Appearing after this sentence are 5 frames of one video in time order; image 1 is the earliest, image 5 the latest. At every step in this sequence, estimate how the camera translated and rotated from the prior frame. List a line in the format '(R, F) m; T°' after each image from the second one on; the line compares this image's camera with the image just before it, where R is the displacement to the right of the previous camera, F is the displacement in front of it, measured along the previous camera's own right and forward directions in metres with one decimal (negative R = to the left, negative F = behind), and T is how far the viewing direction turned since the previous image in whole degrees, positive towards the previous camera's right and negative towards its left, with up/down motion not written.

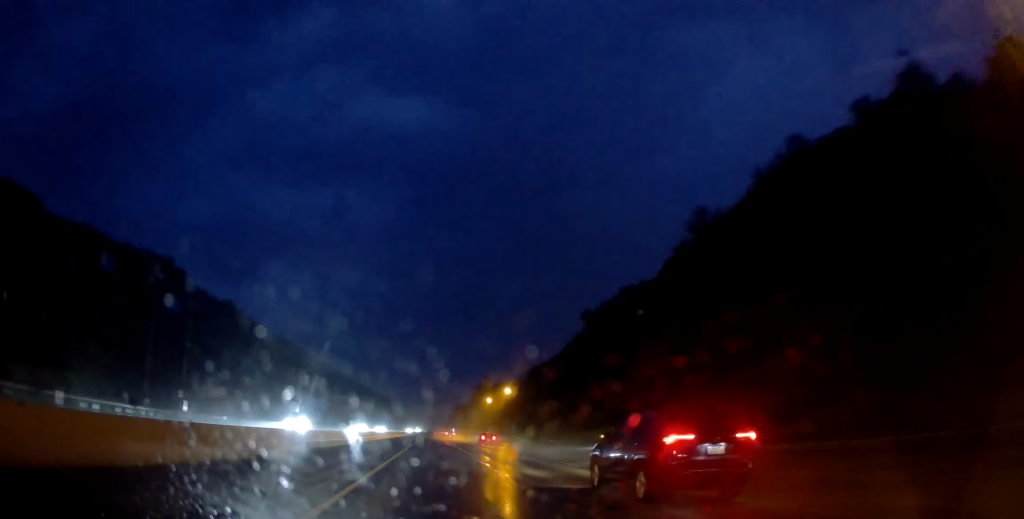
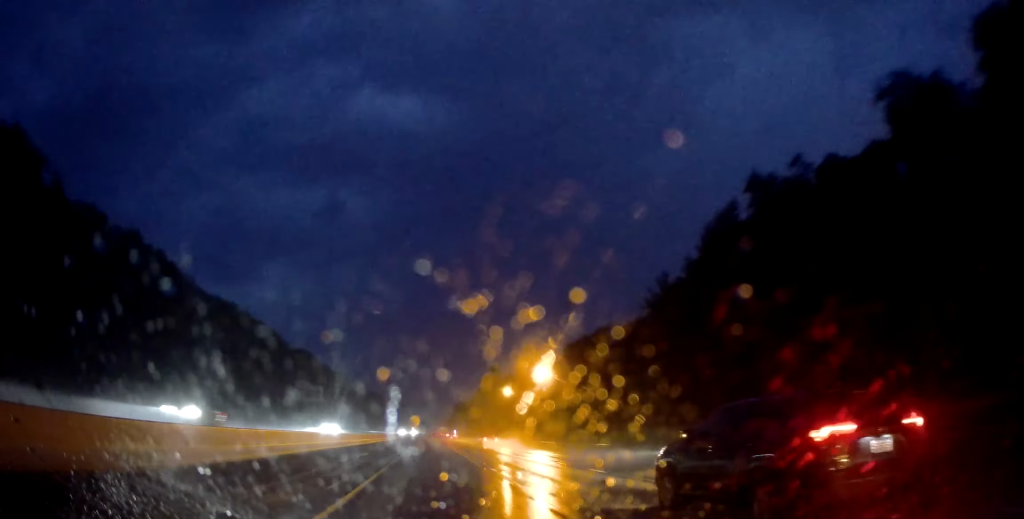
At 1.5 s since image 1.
(+0.2, +46.3) m; 0°
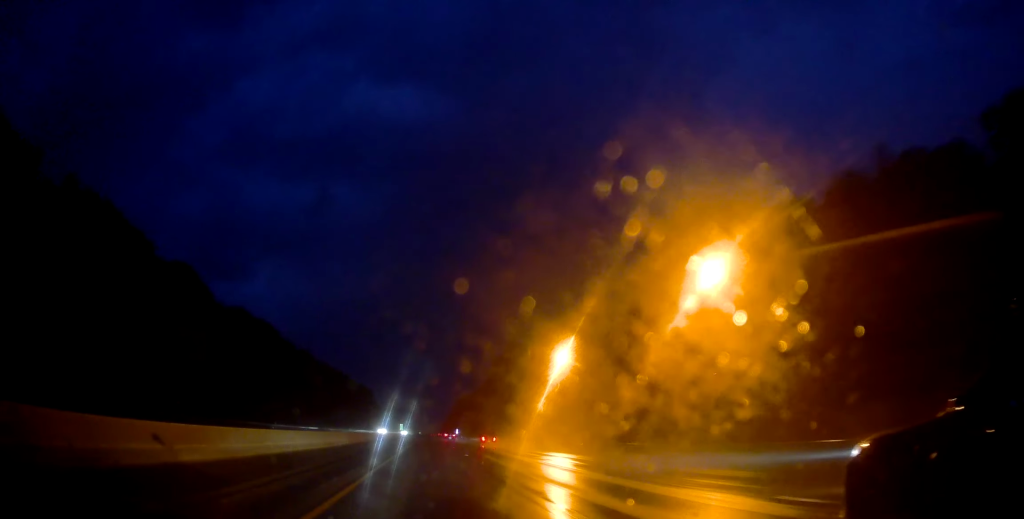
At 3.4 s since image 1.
(-0.3, +60.6) m; 0°
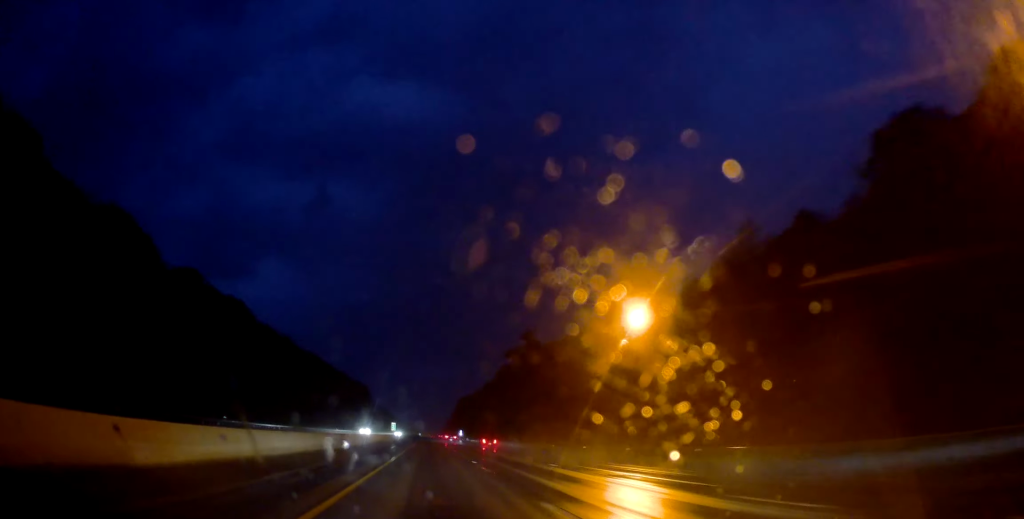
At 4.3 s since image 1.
(0.0, +29.5) m; 0°
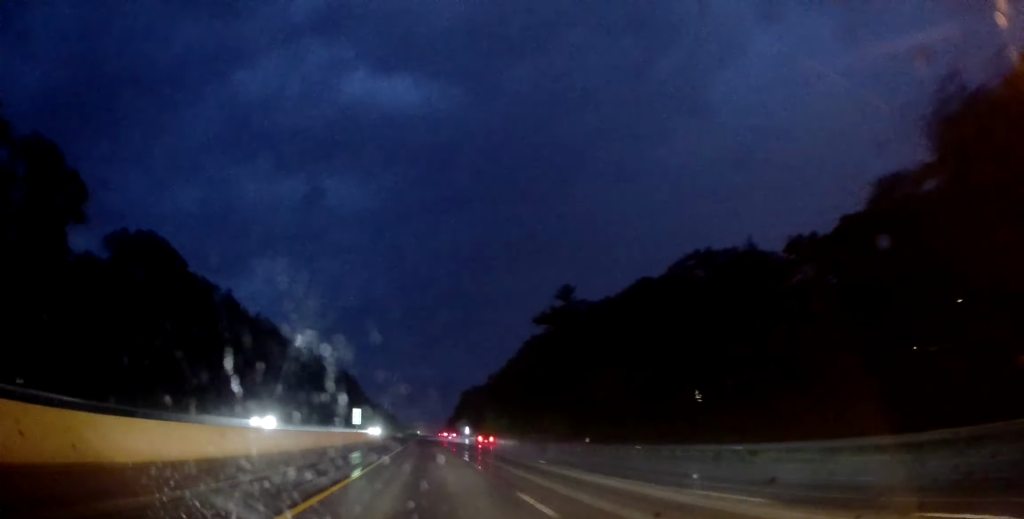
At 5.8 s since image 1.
(+0.1, +47.4) m; 0°
